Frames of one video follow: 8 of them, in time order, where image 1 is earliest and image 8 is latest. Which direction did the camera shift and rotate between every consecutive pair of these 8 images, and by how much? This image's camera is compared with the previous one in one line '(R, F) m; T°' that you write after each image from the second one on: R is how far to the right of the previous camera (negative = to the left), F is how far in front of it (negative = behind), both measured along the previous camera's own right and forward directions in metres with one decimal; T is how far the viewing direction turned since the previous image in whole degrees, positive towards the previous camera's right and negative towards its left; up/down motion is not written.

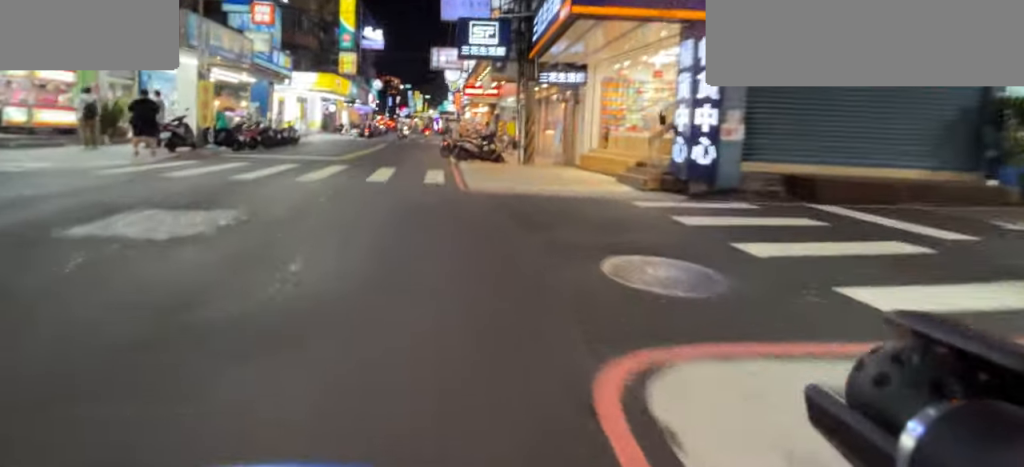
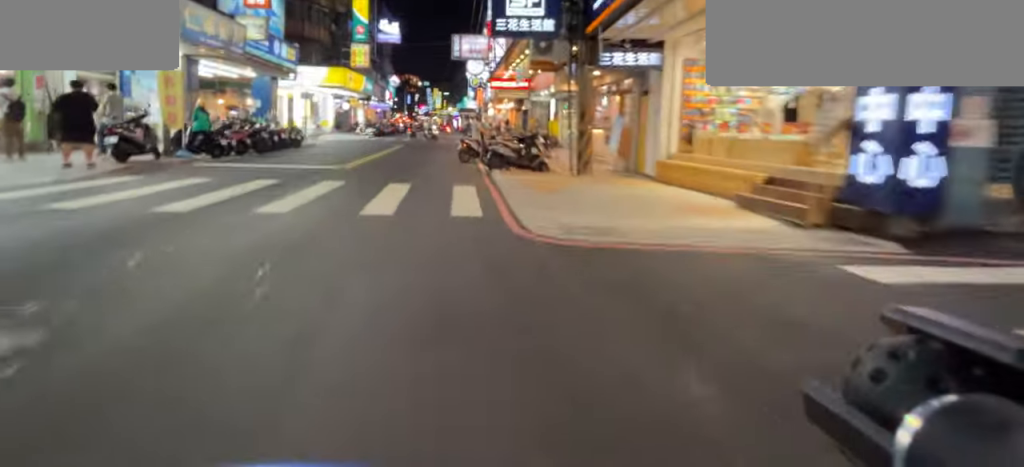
(0.0, +3.8) m; 0°
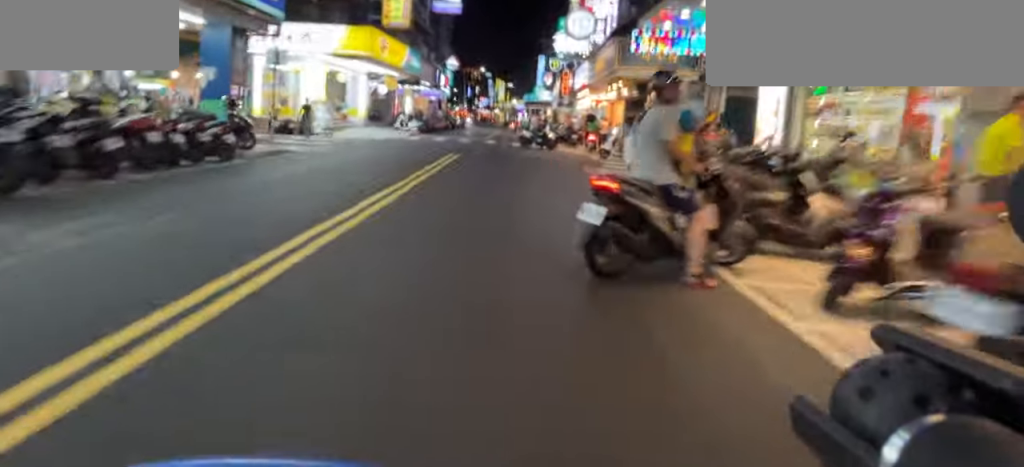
(0.0, +12.6) m; 0°
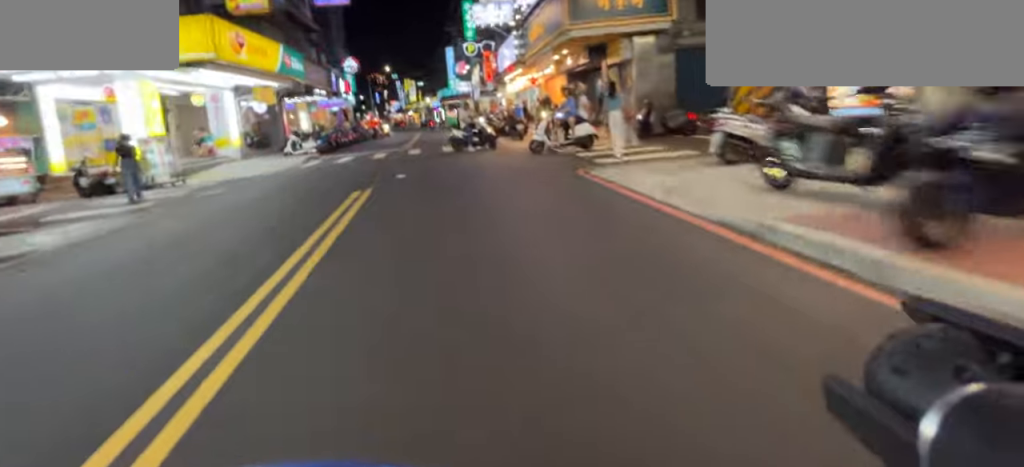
(0.0, +5.4) m; 0°
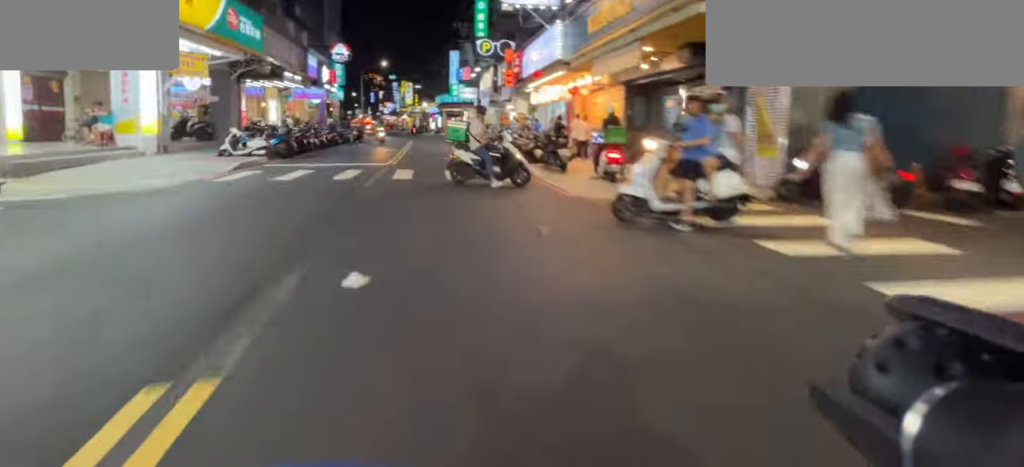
(0.0, +5.9) m; 0°
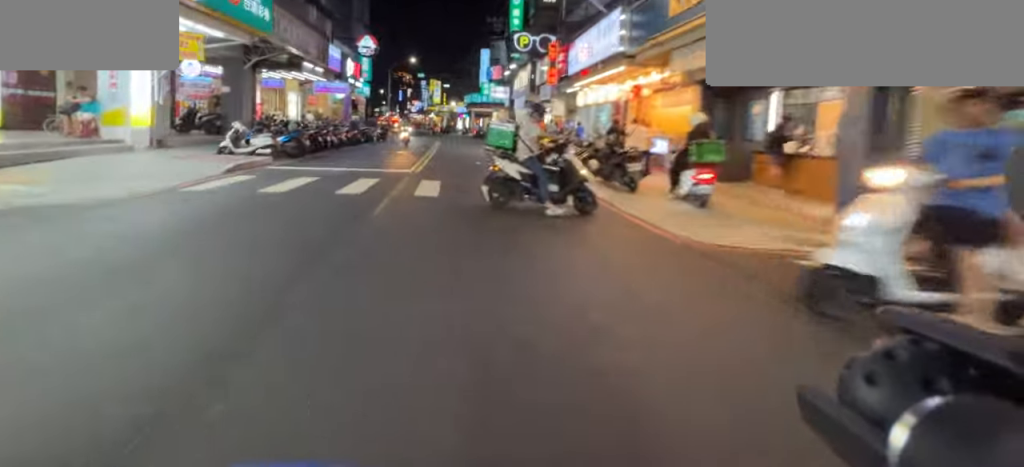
(0.0, +2.5) m; 0°
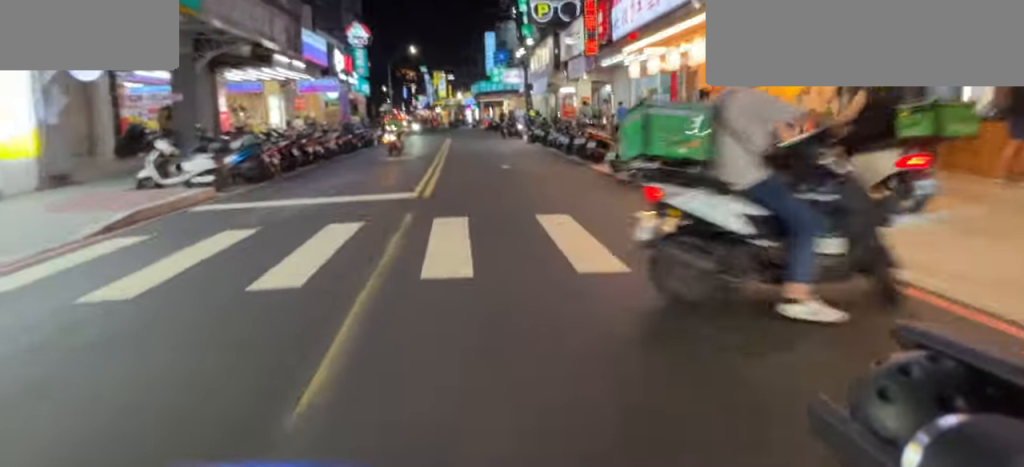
(0.0, +4.4) m; 0°
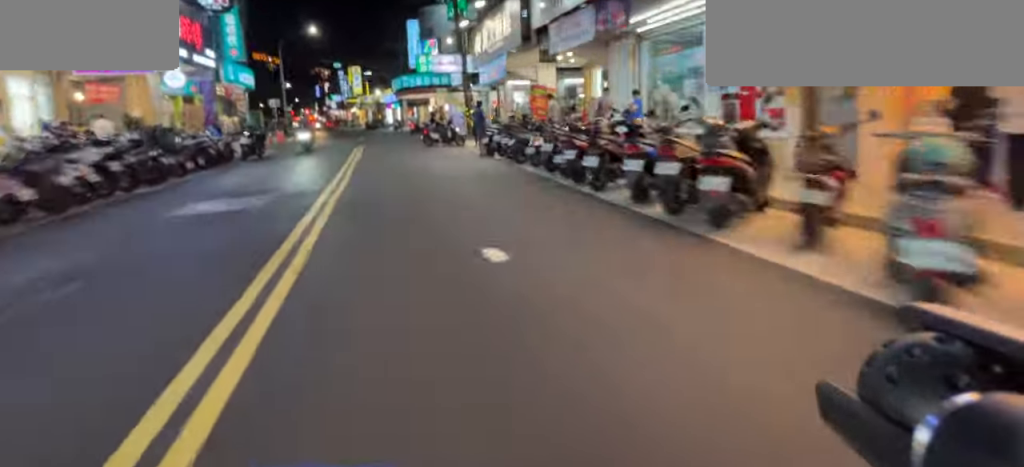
(0.0, +7.6) m; 0°
